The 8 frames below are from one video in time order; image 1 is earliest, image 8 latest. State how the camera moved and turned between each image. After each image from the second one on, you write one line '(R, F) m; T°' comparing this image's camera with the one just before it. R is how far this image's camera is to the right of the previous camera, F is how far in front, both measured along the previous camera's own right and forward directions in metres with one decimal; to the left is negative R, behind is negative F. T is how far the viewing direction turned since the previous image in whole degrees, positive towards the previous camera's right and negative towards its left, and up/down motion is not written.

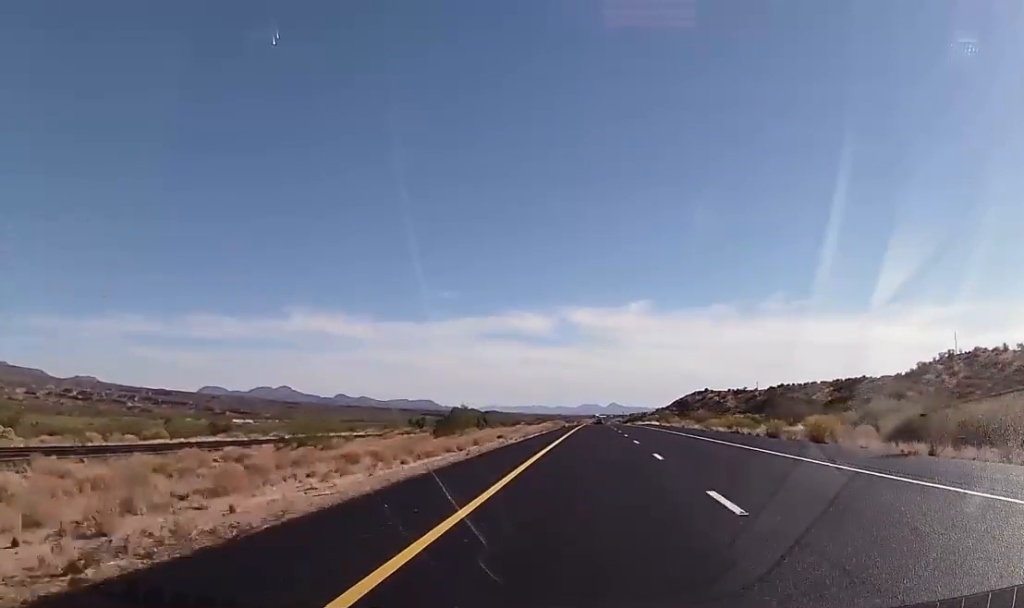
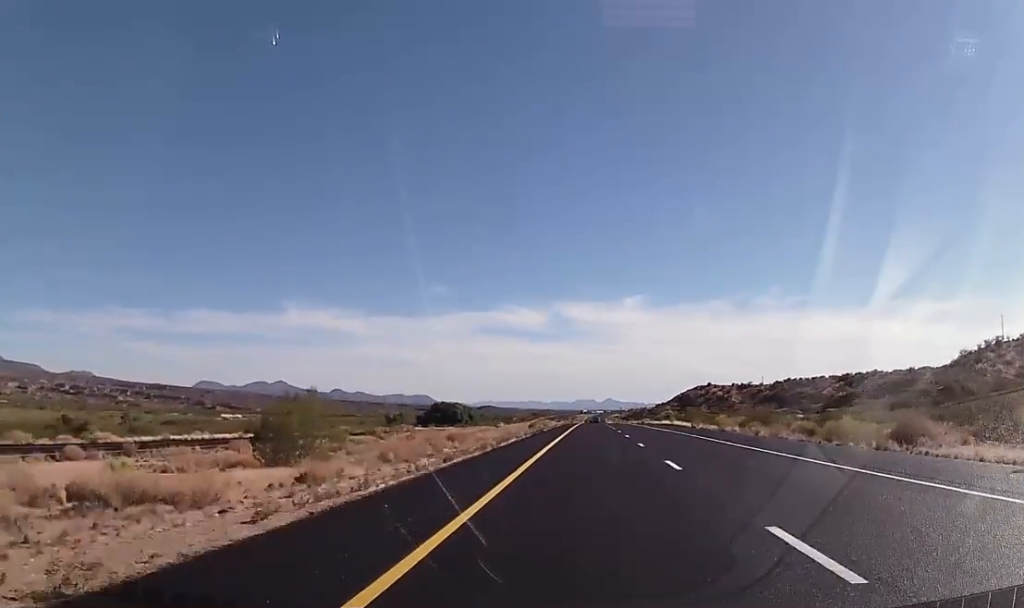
(-0.8, +40.4) m; -1°
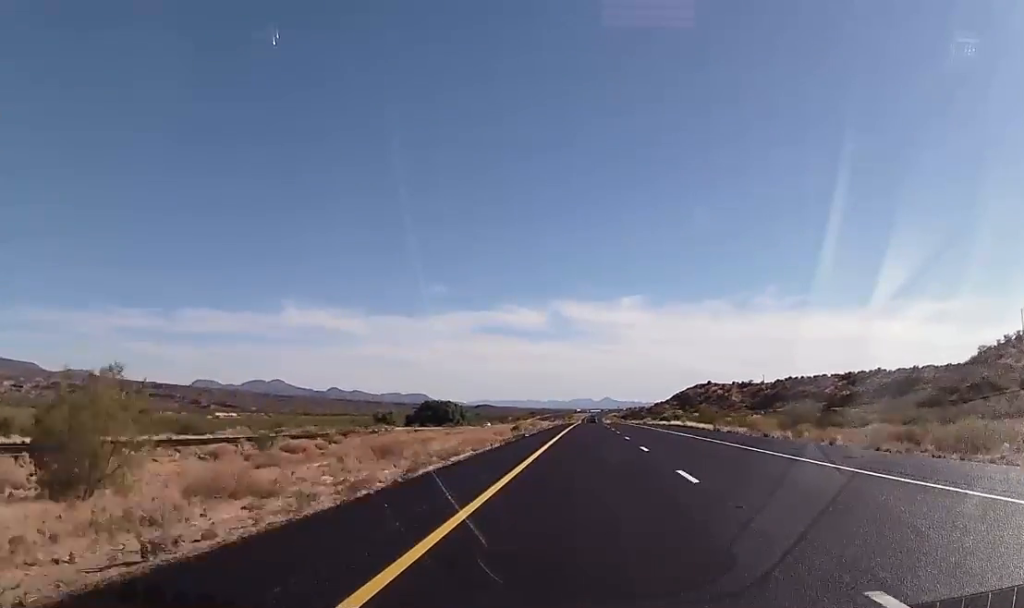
(+0.2, +15.5) m; +1°
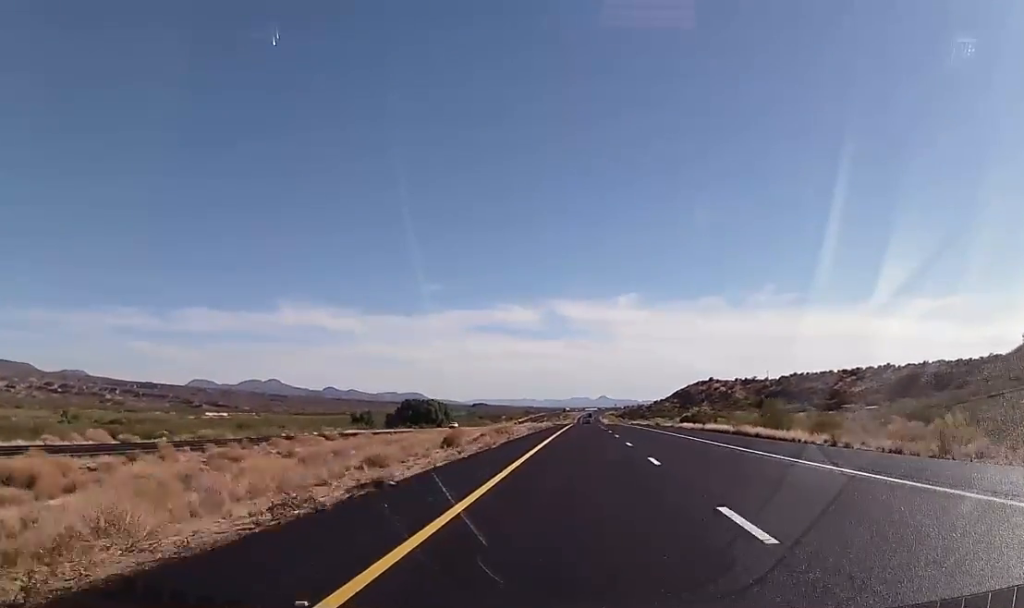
(+0.4, +30.9) m; +1°
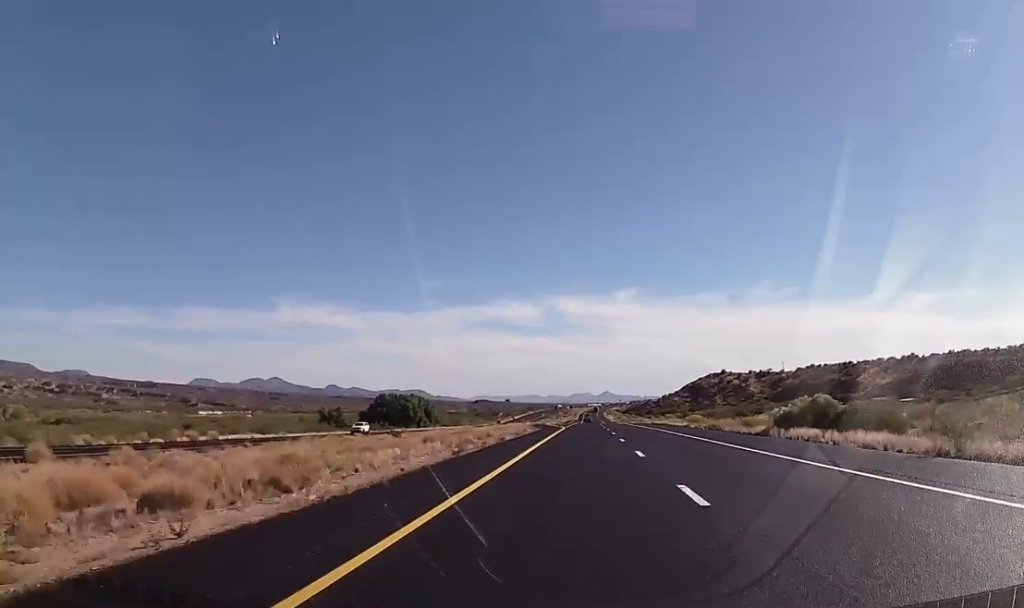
(-0.1, +45.2) m; 0°
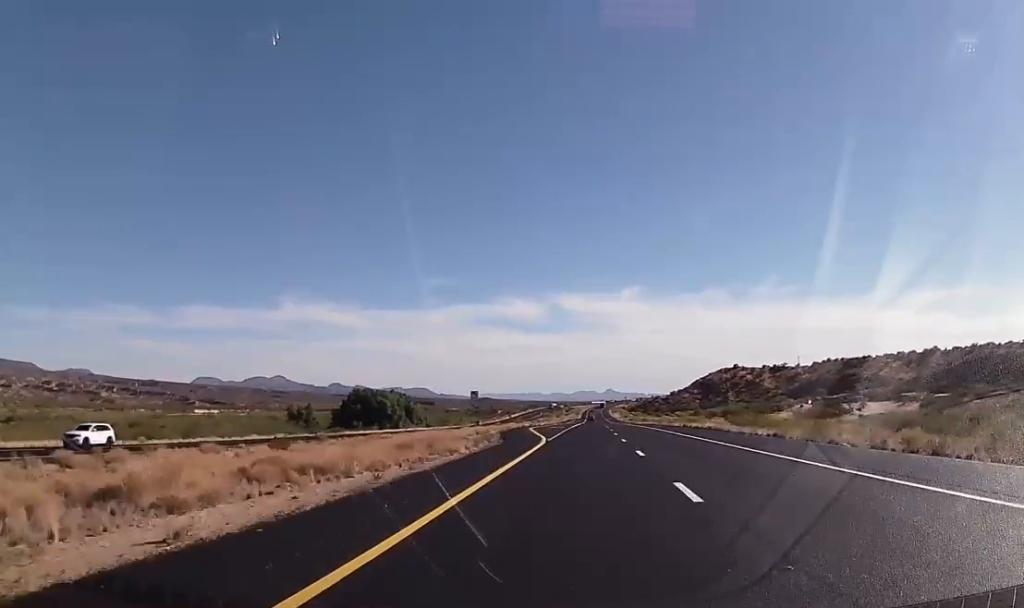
(-0.1, +35.7) m; 0°
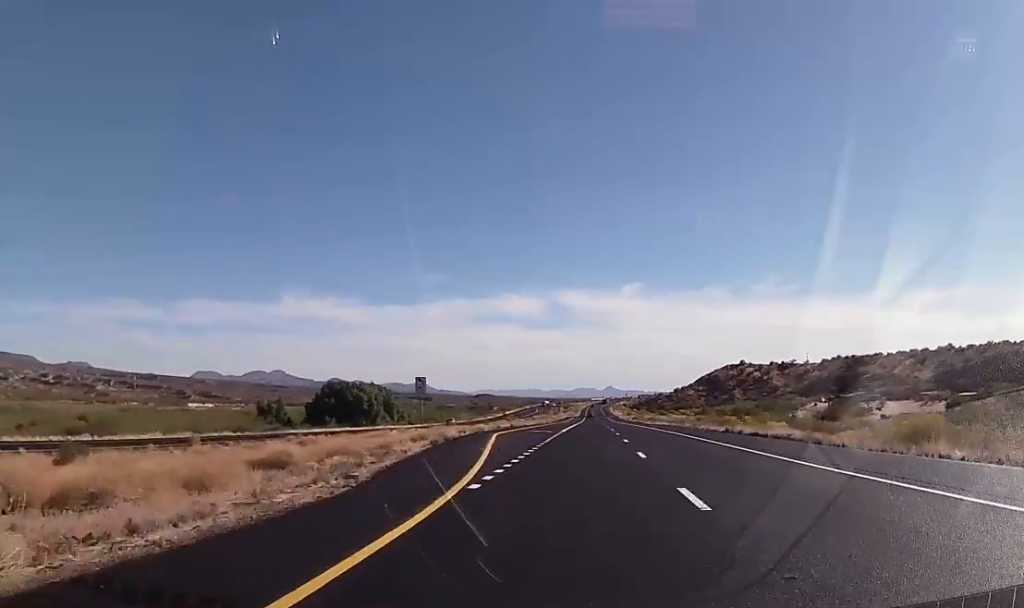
(0.0, +25.0) m; 0°
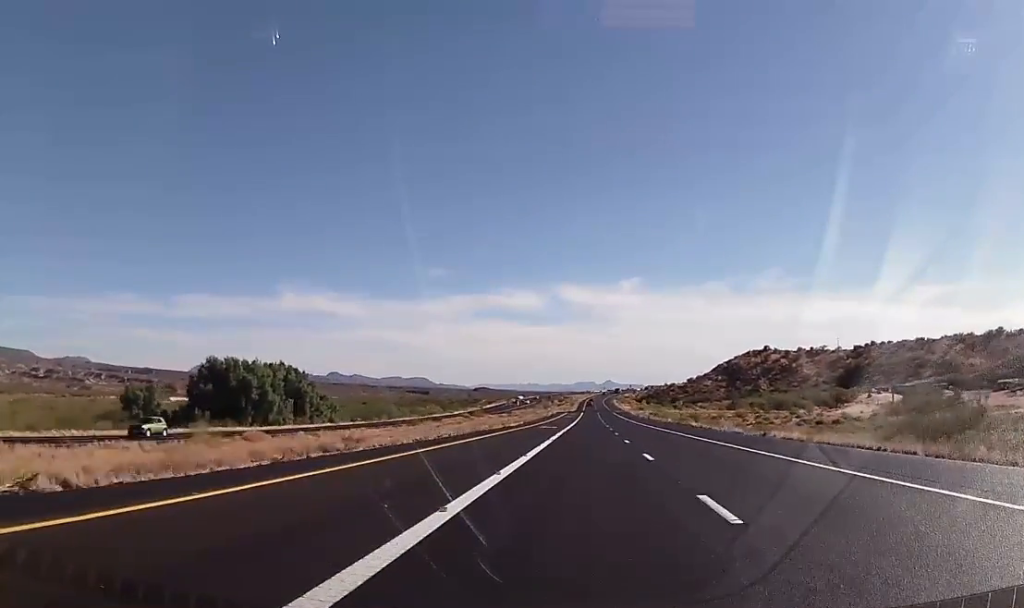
(-0.2, +73.9) m; 0°
